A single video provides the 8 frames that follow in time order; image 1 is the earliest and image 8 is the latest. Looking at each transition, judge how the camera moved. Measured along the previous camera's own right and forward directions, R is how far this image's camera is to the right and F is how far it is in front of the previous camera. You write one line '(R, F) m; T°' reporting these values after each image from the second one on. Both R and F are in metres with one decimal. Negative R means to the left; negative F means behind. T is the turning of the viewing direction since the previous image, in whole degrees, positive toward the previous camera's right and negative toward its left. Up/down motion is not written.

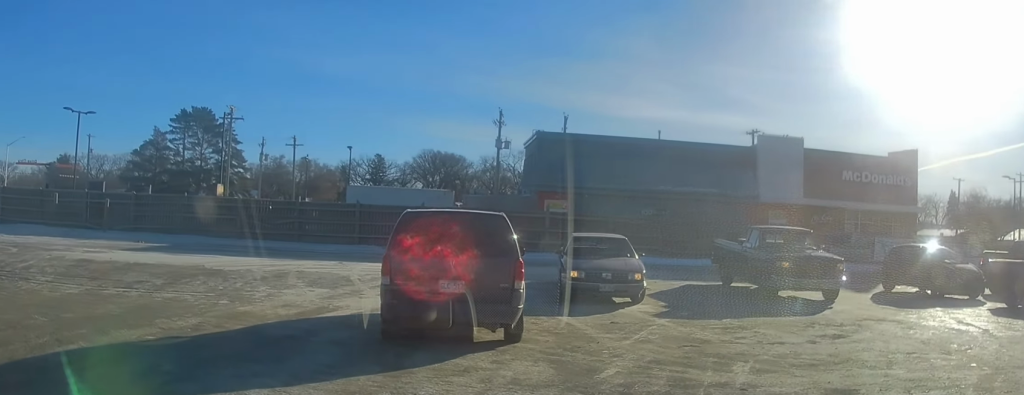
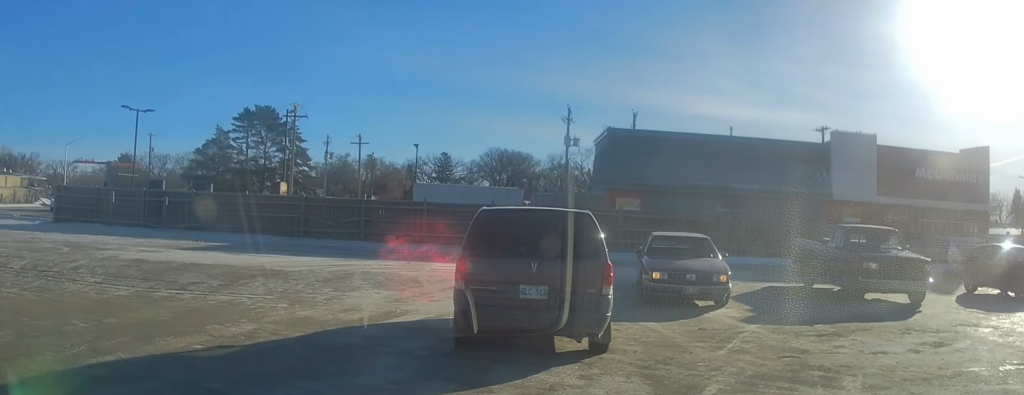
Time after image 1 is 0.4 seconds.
(0.0, +0.9) m; -2°
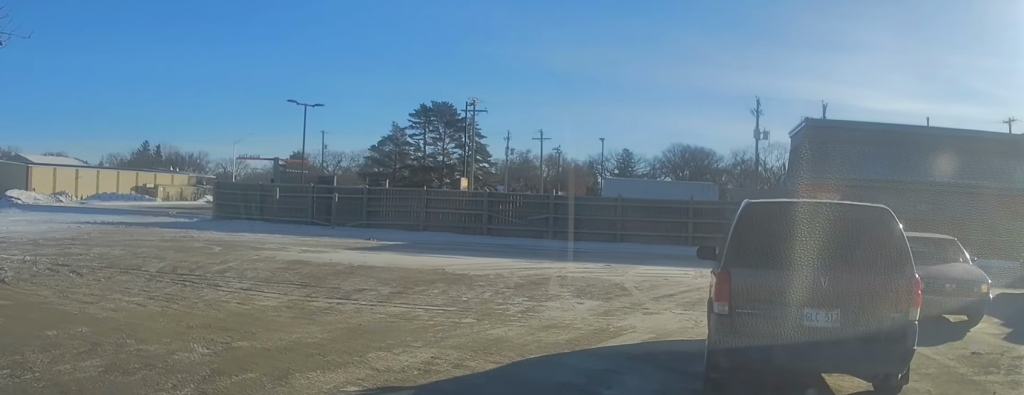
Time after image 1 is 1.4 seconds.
(0.0, +2.2) m; -12°
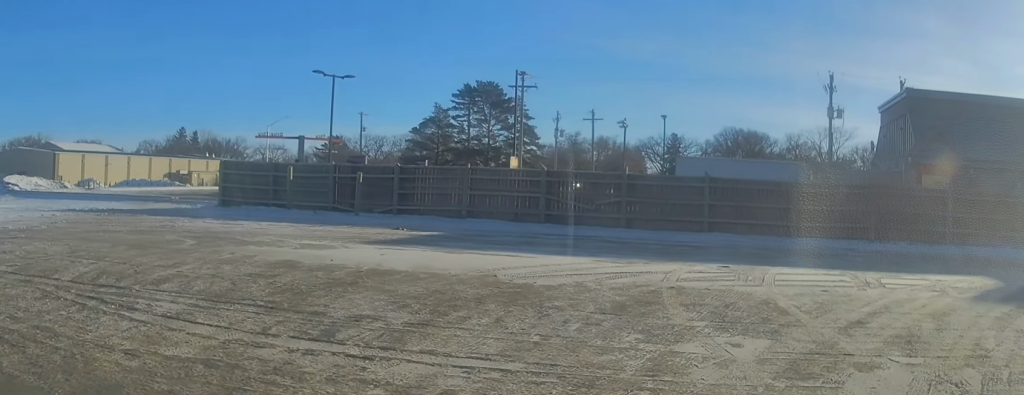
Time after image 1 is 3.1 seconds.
(-1.0, +5.0) m; -4°
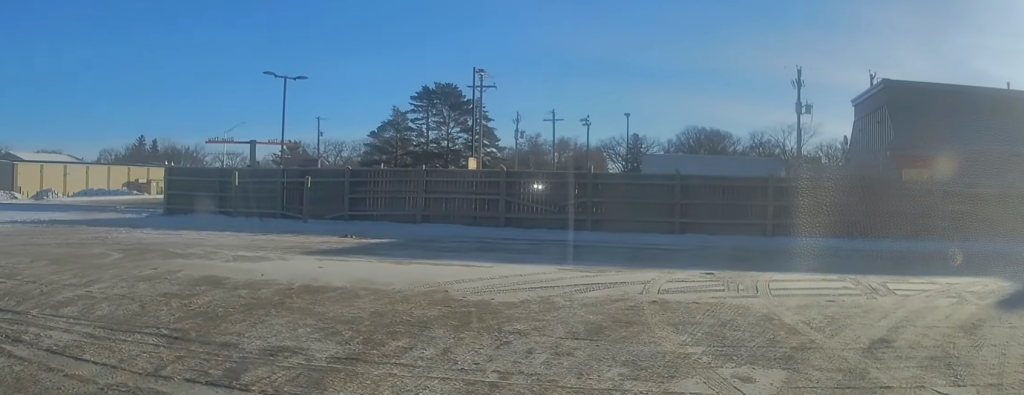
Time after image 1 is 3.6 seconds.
(+0.1, +1.5) m; +6°
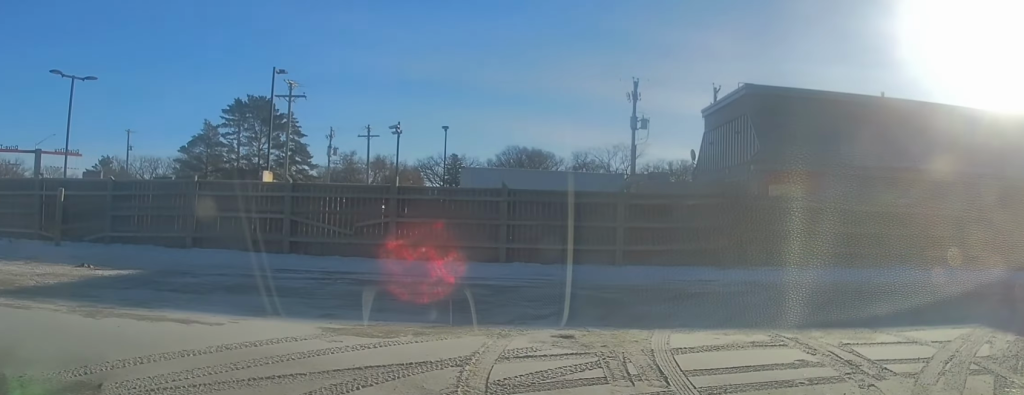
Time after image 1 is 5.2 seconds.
(+0.8, +4.6) m; +12°
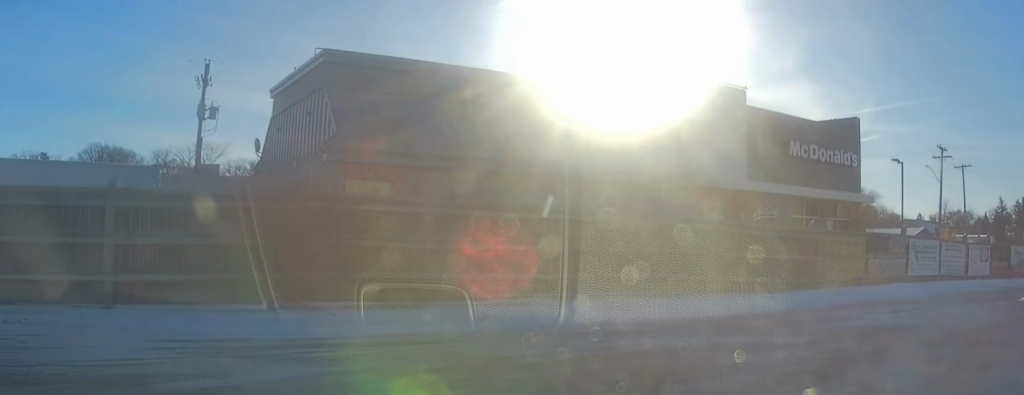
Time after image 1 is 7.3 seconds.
(+1.6, +6.0) m; +37°
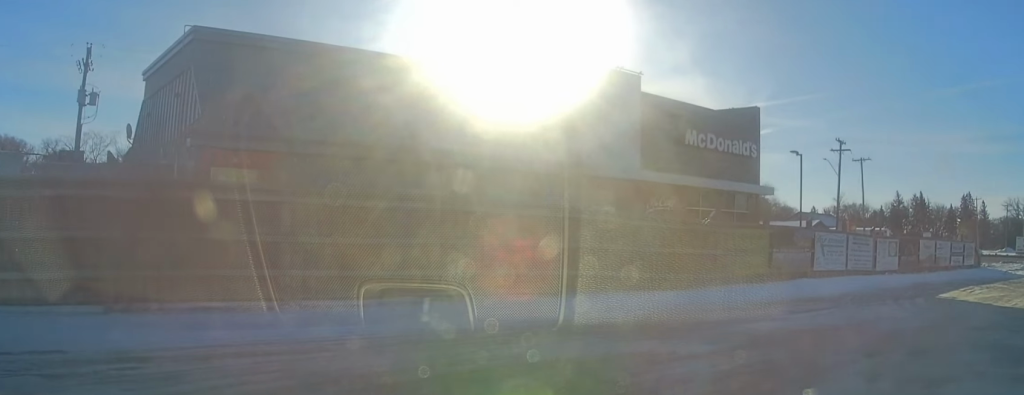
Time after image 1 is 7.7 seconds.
(+0.2, +1.4) m; +8°
